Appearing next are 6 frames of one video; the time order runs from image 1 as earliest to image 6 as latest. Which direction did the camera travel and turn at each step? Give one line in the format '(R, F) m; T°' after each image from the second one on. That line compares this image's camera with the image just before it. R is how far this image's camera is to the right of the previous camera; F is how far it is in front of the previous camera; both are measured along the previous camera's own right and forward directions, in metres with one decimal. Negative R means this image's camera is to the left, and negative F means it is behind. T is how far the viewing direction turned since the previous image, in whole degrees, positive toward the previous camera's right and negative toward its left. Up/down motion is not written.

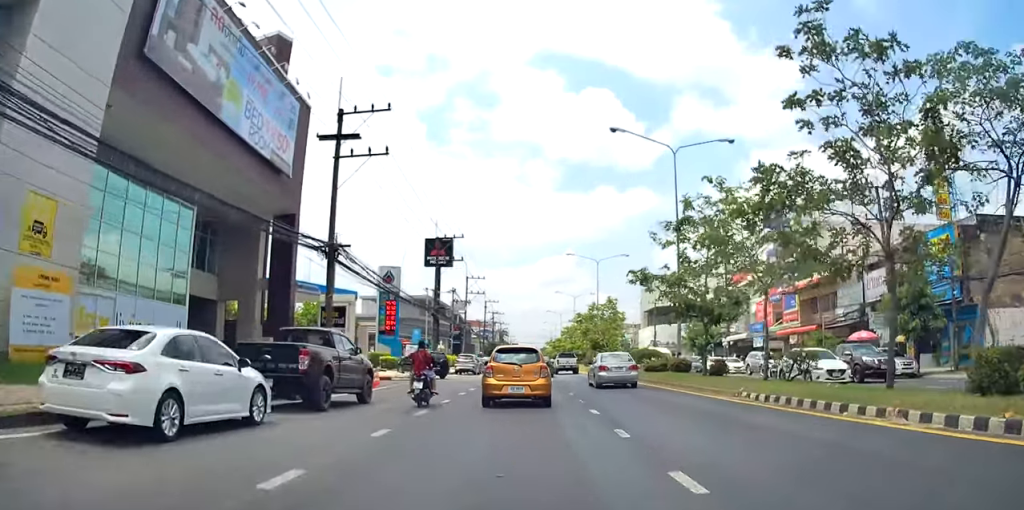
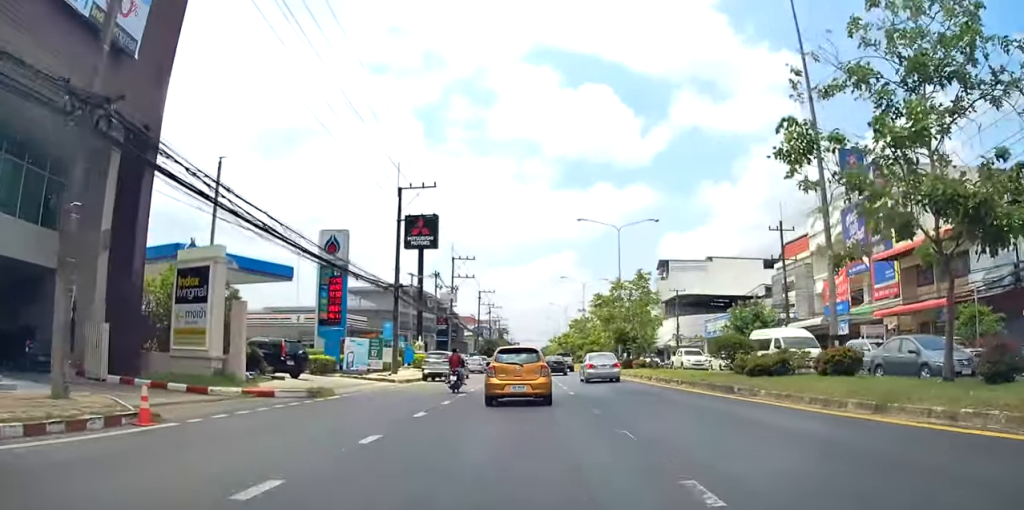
(+0.2, +16.6) m; +1°
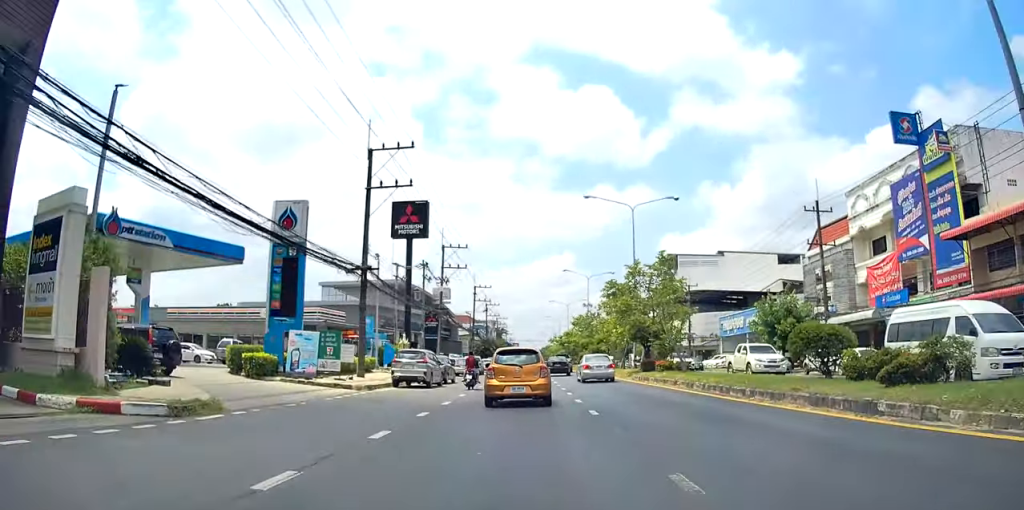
(+0.1, +7.9) m; 0°
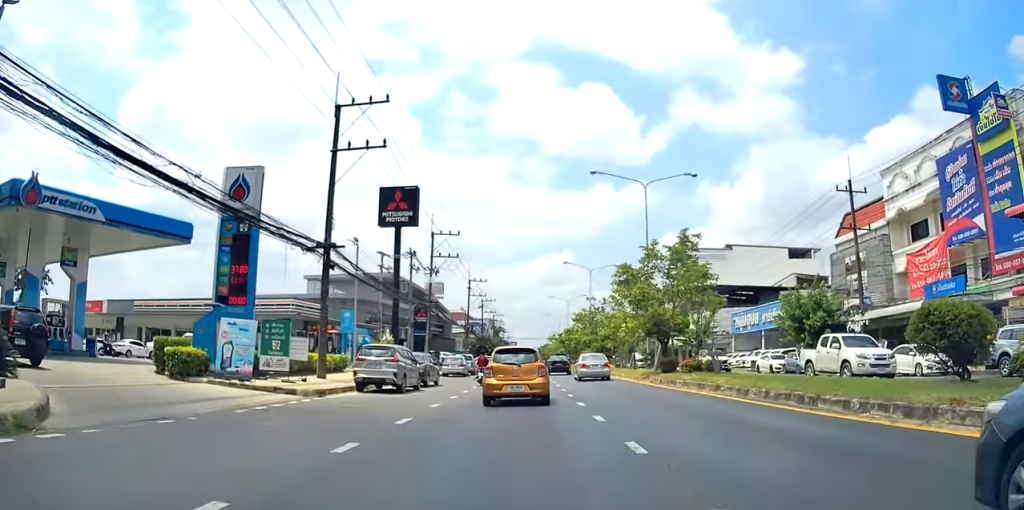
(0.0, +6.1) m; 0°
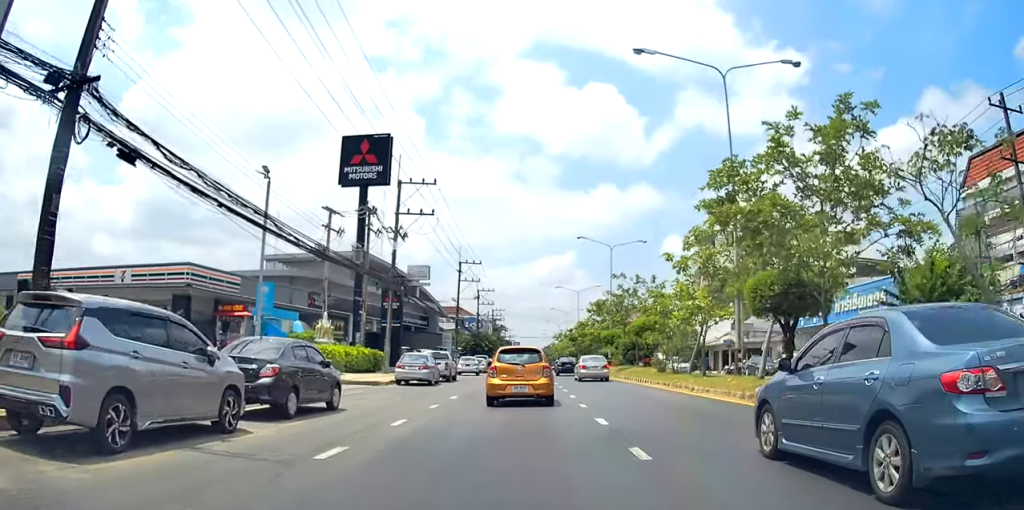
(+0.1, +16.8) m; +1°
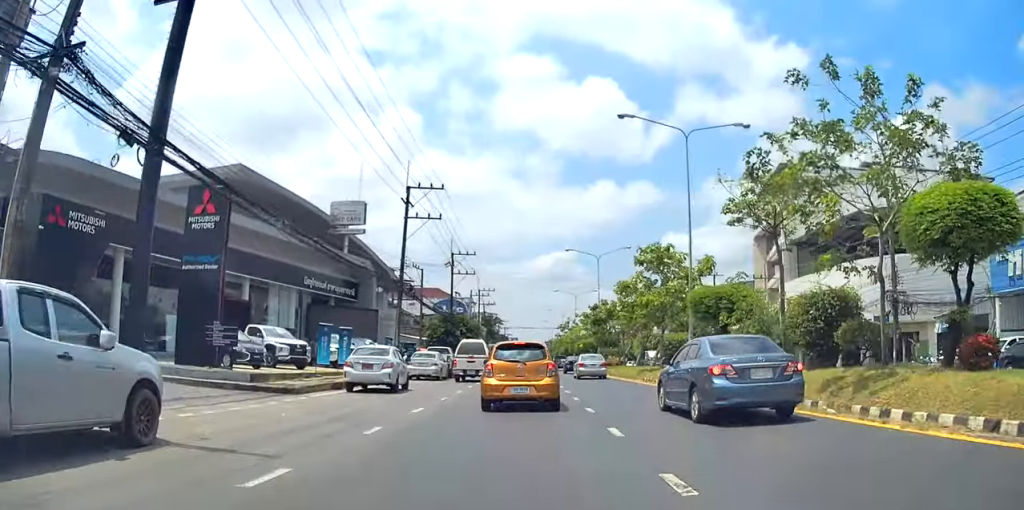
(-0.4, +31.3) m; -1°
